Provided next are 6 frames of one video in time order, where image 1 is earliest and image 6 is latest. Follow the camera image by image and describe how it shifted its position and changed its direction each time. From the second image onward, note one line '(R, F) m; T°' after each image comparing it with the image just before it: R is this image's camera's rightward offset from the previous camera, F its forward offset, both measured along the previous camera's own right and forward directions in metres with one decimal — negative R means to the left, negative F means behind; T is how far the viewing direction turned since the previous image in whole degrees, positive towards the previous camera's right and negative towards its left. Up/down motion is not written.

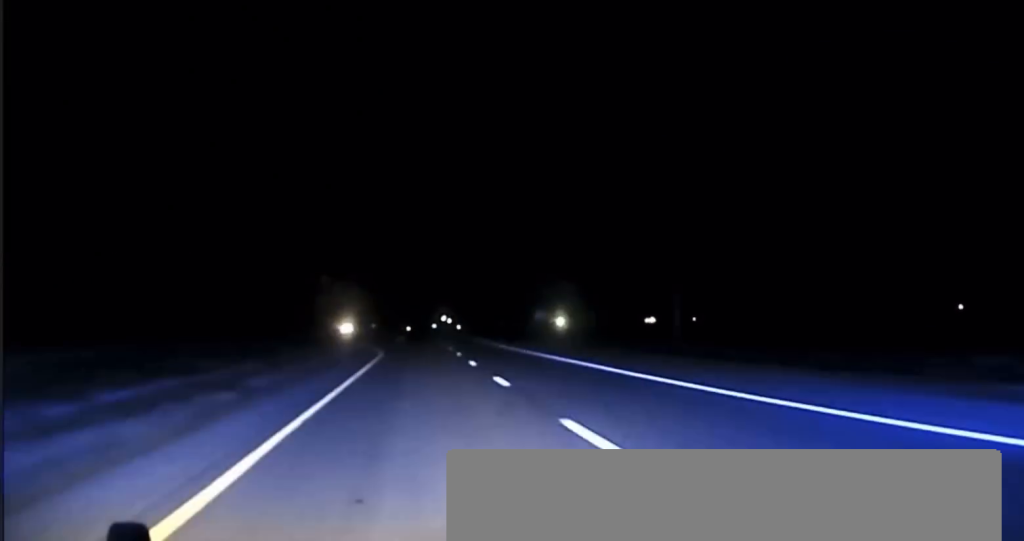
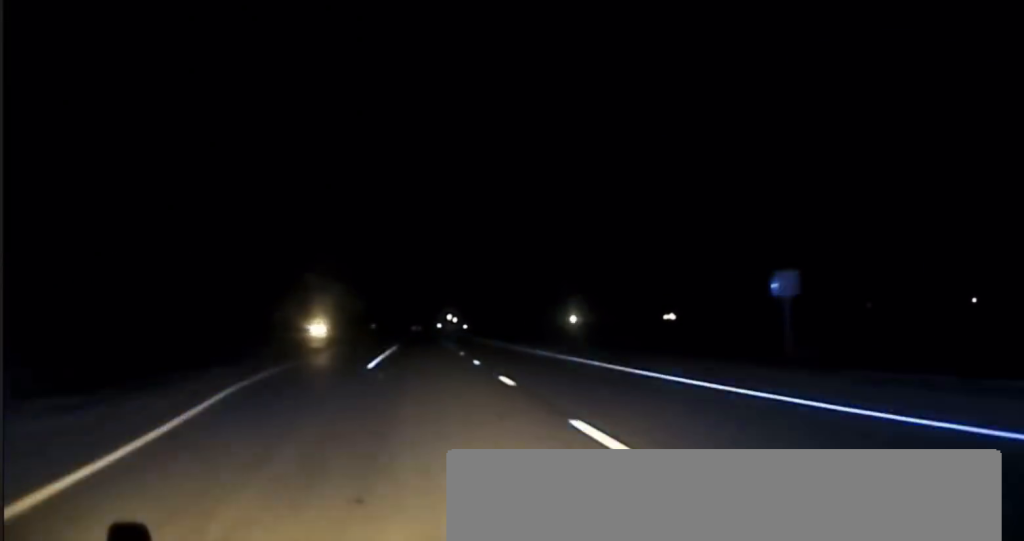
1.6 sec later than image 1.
(+0.4, +61.5) m; +1°
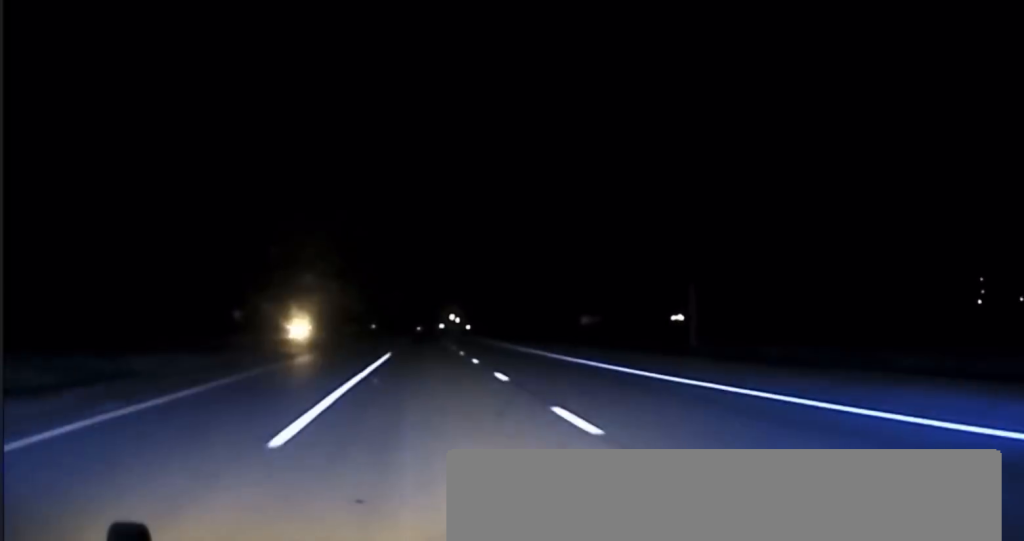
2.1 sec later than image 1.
(0.0, +22.3) m; 0°
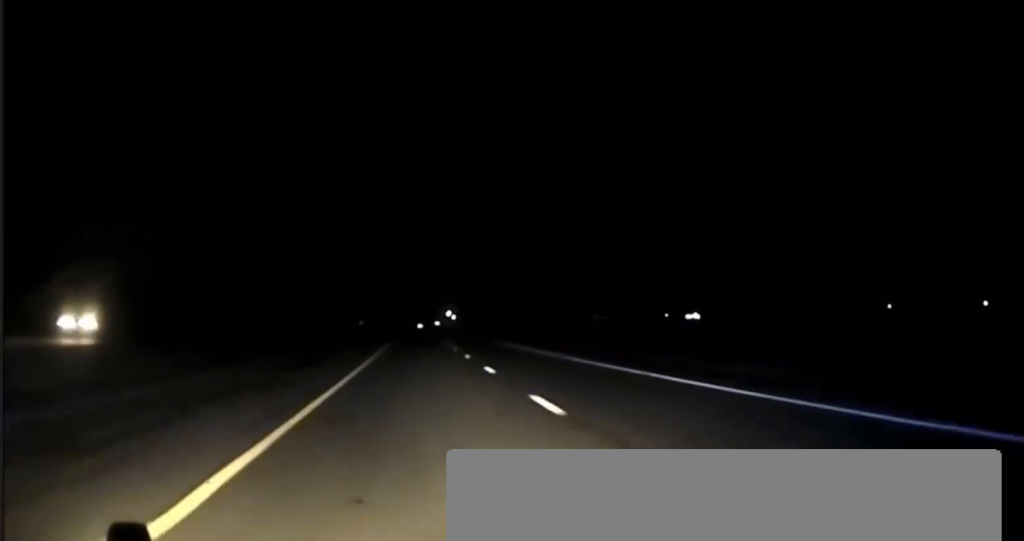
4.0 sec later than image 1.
(0.0, +71.5) m; 0°
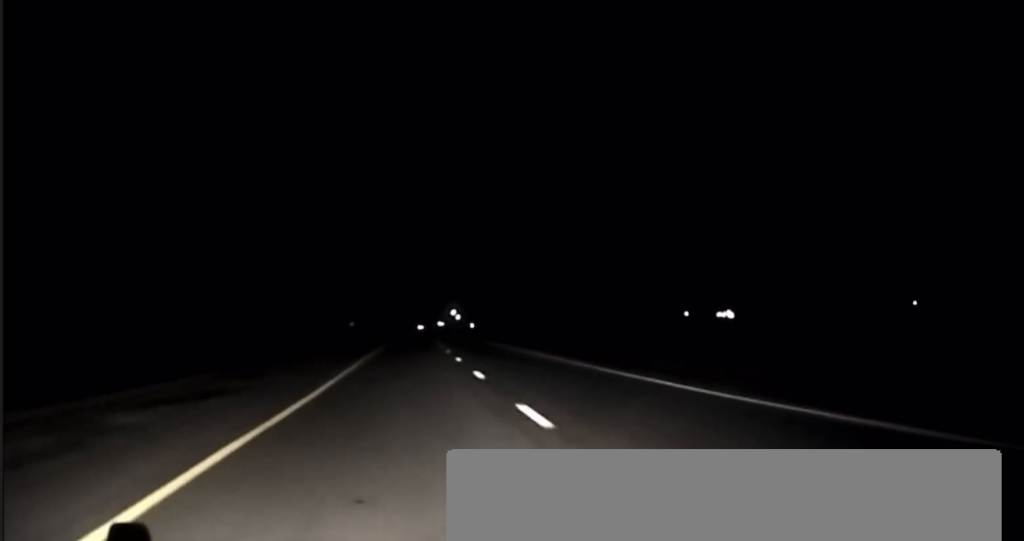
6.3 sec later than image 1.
(0.0, +87.9) m; 0°
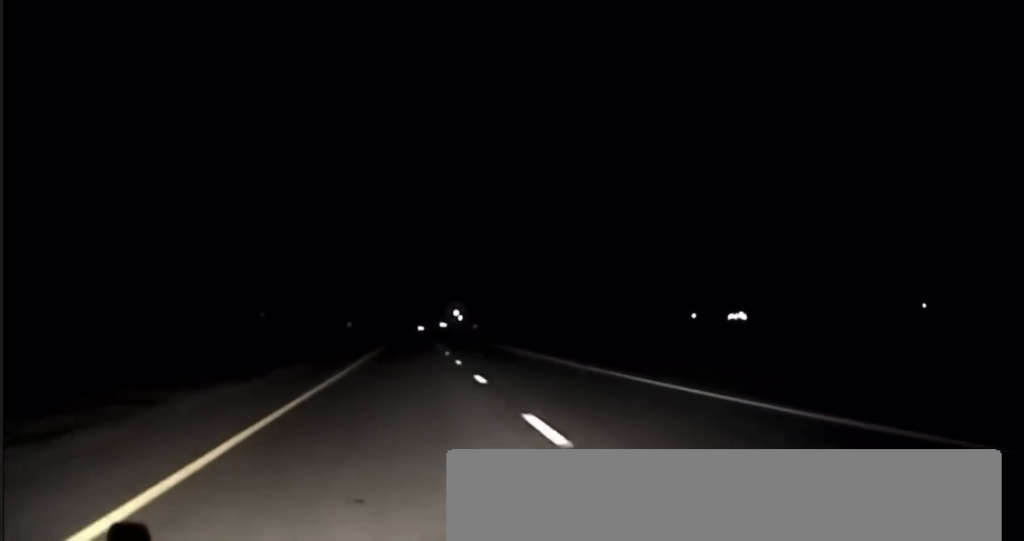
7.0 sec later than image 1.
(0.0, +26.6) m; 0°
